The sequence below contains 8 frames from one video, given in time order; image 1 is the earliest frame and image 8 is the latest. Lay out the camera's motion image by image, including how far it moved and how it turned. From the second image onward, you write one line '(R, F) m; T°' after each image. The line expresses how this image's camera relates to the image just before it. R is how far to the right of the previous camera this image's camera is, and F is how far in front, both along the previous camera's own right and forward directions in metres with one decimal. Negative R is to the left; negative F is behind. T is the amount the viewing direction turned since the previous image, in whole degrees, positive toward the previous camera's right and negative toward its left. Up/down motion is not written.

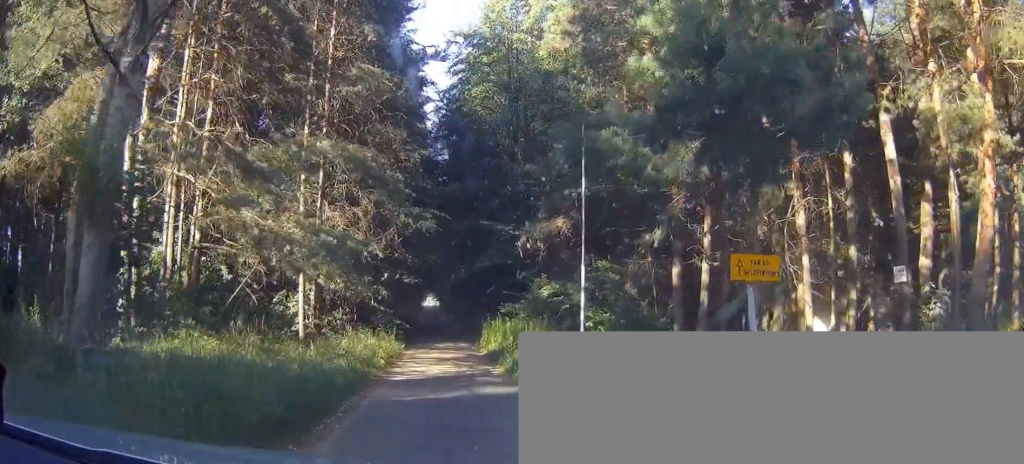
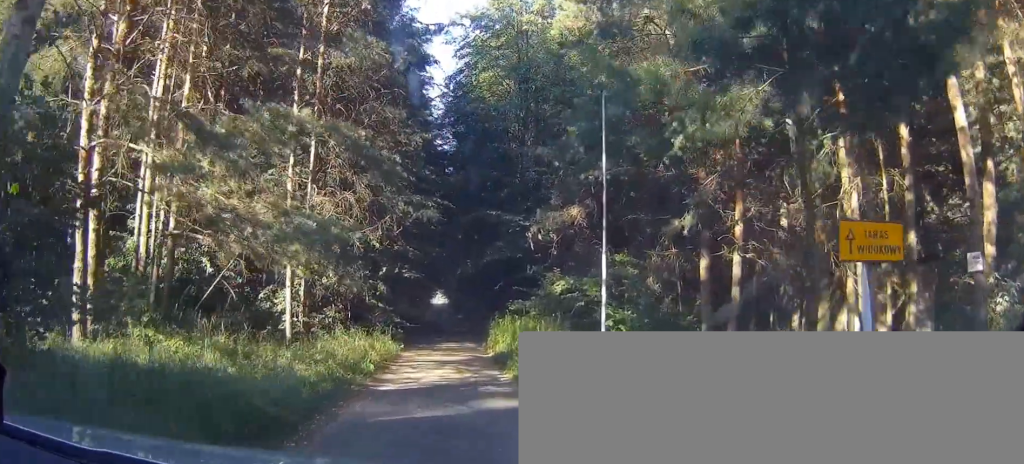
(0.0, +1.8) m; 0°
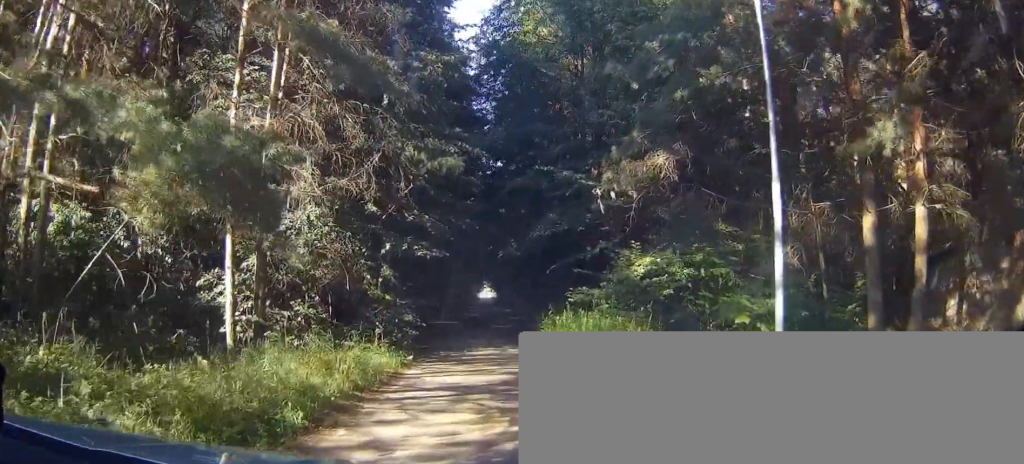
(0.0, +6.6) m; 0°
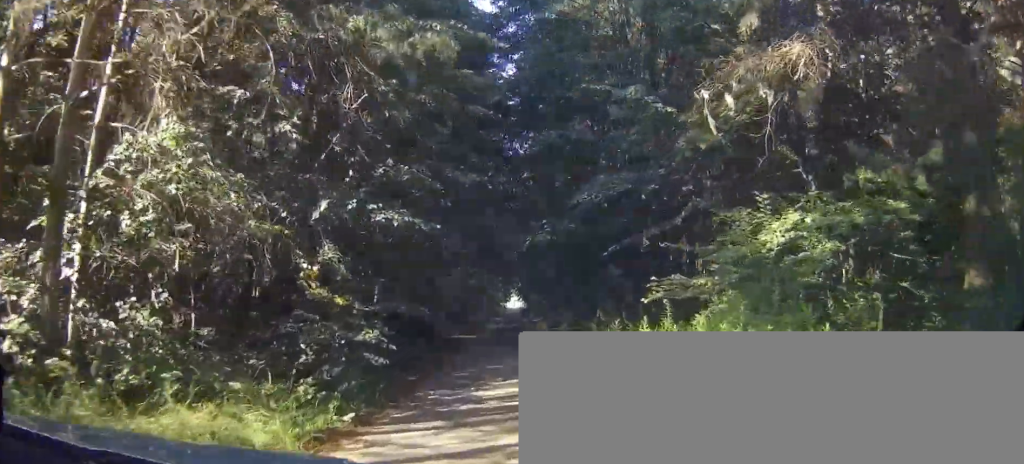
(0.0, +6.3) m; 0°
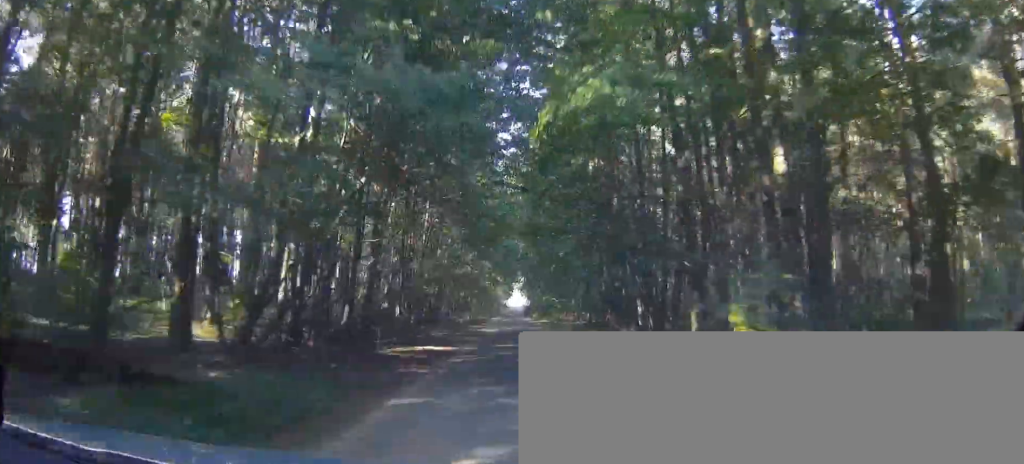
(0.0, +9.0) m; 0°
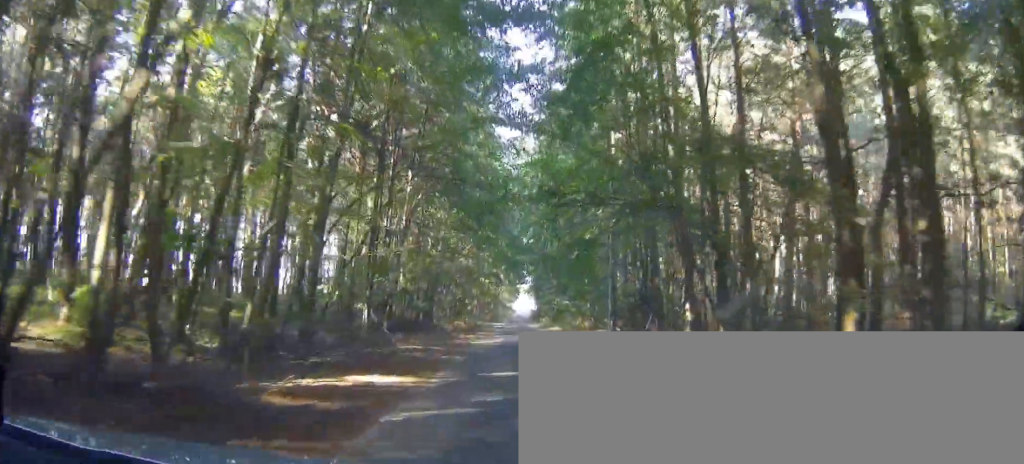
(0.0, +6.9) m; 0°
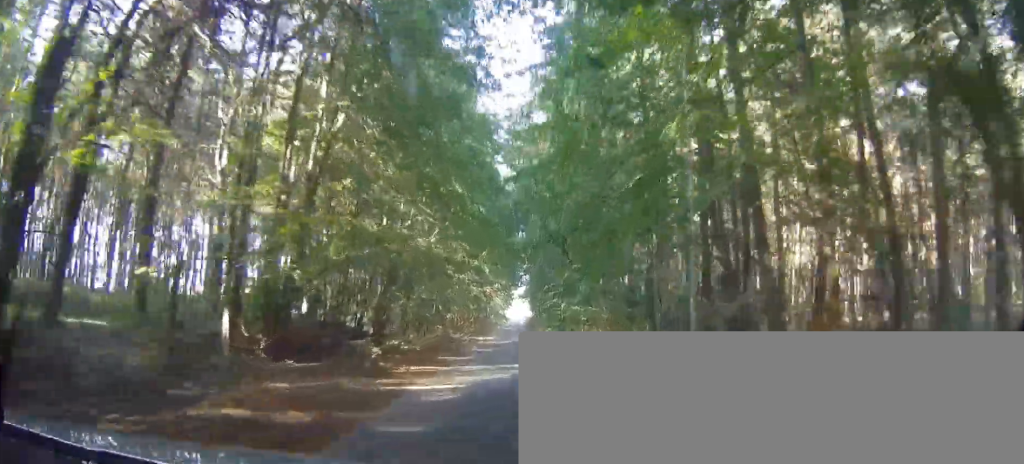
(0.0, +10.1) m; +1°
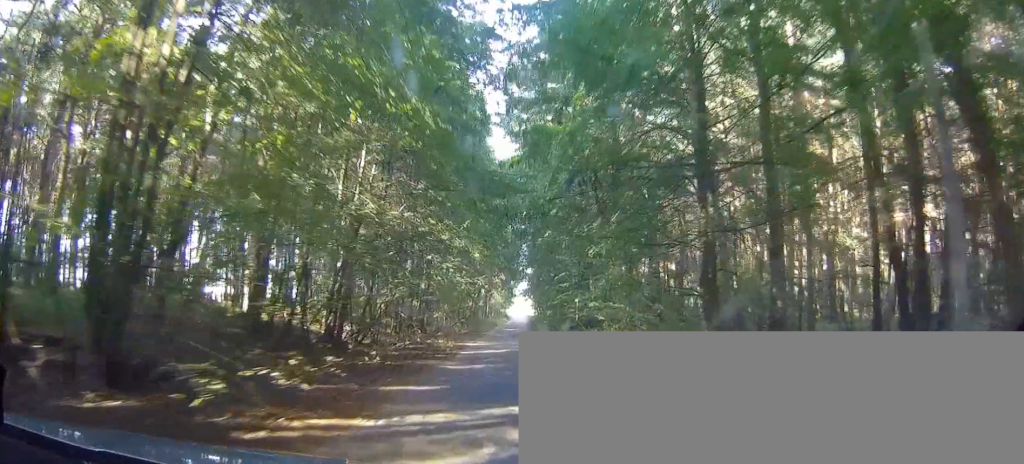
(+0.1, +6.1) m; +1°
